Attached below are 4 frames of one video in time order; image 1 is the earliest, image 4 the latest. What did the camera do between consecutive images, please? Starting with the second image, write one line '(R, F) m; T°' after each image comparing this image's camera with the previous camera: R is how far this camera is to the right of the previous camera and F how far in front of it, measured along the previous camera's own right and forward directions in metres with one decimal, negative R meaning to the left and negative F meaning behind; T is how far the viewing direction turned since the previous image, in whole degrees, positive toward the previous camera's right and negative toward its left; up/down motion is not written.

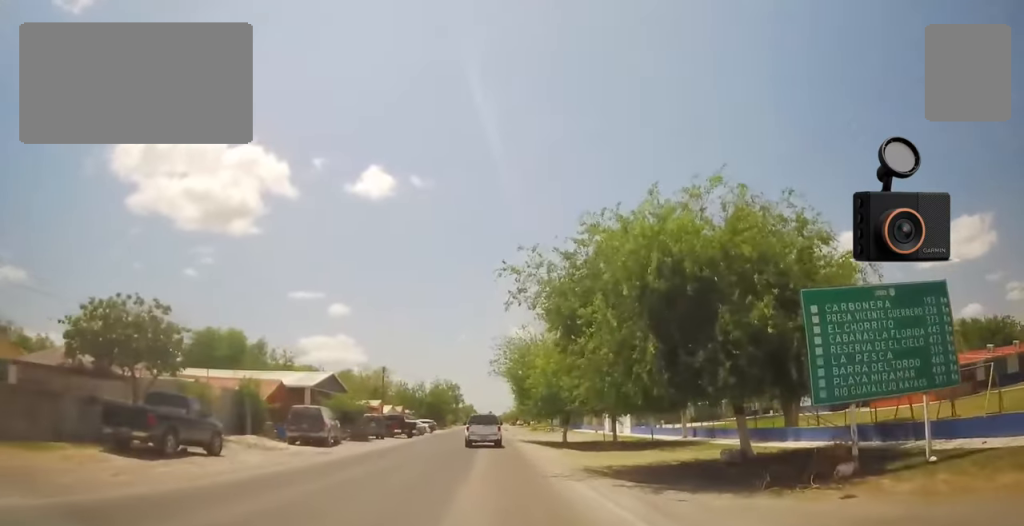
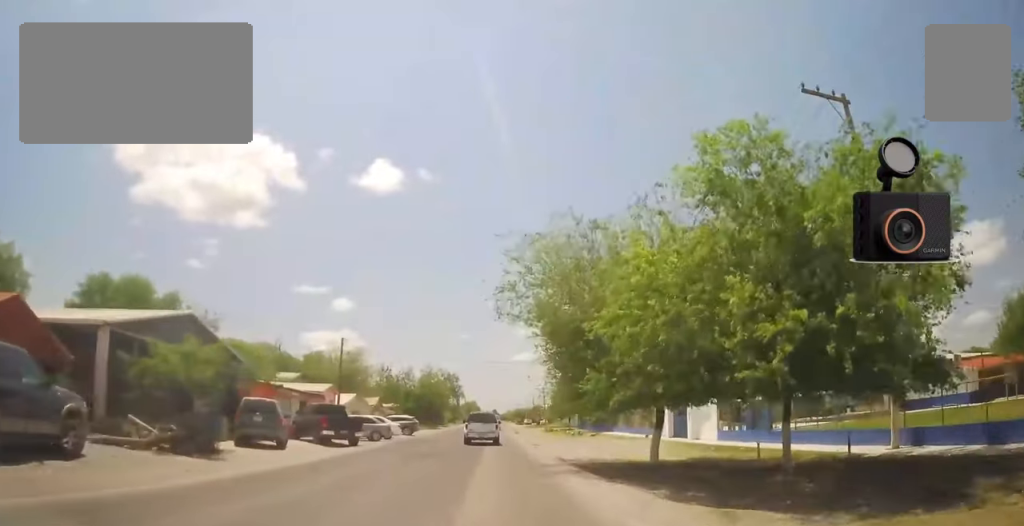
(-0.3, +20.5) m; -2°
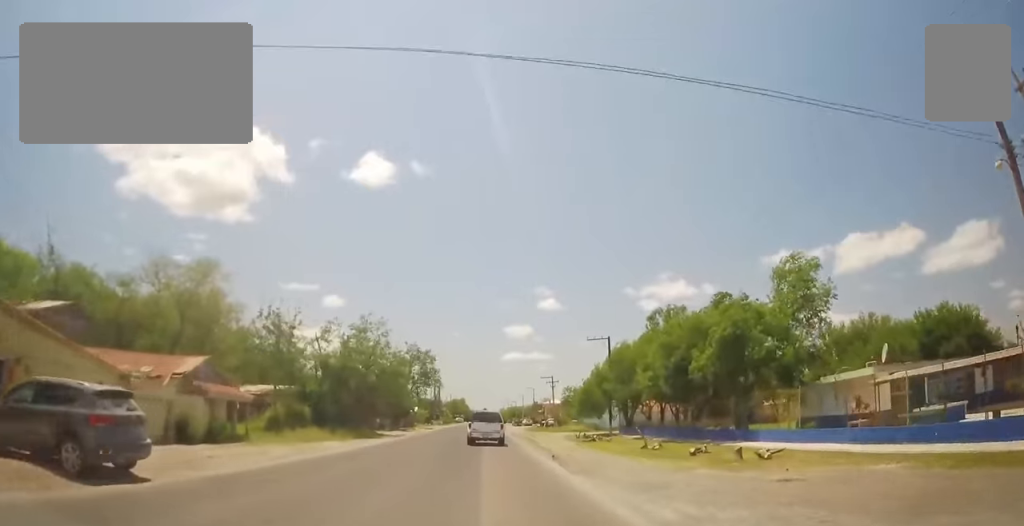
(-0.1, +39.4) m; +1°
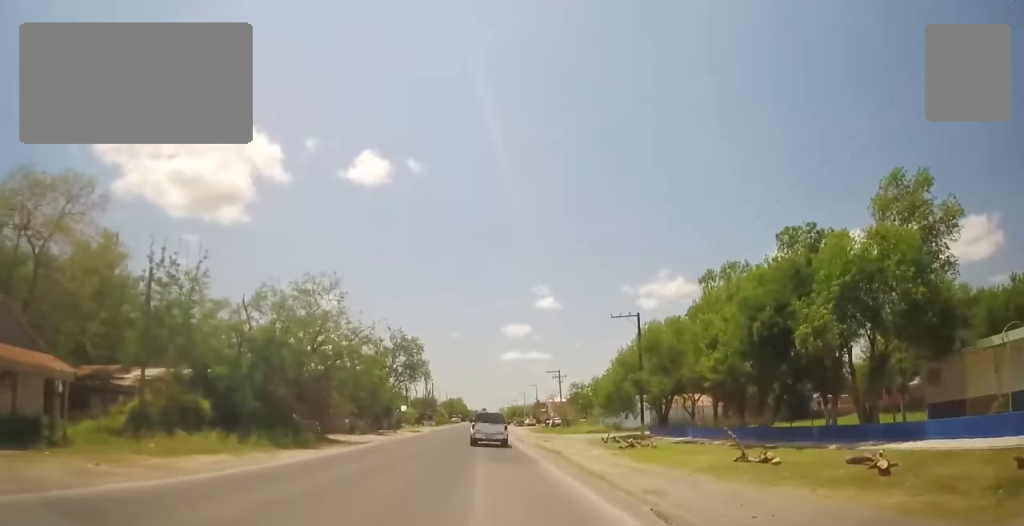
(+0.1, +13.5) m; 0°
